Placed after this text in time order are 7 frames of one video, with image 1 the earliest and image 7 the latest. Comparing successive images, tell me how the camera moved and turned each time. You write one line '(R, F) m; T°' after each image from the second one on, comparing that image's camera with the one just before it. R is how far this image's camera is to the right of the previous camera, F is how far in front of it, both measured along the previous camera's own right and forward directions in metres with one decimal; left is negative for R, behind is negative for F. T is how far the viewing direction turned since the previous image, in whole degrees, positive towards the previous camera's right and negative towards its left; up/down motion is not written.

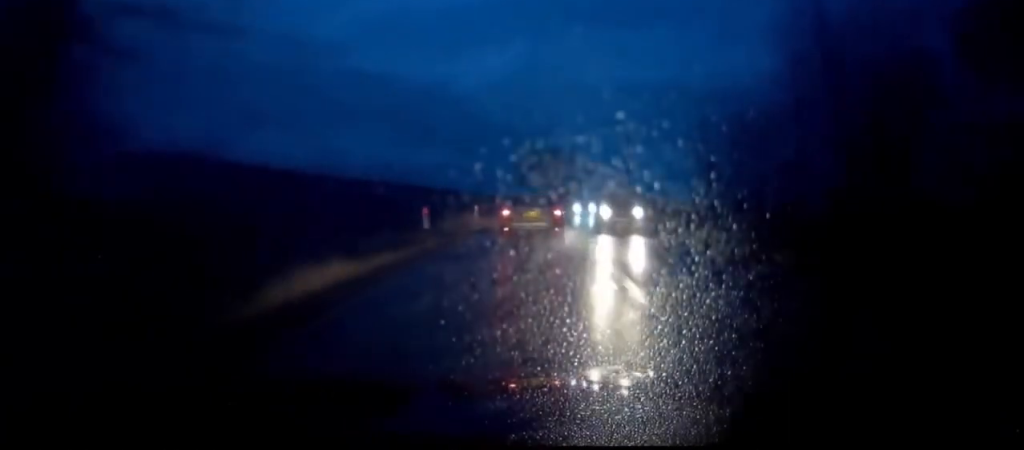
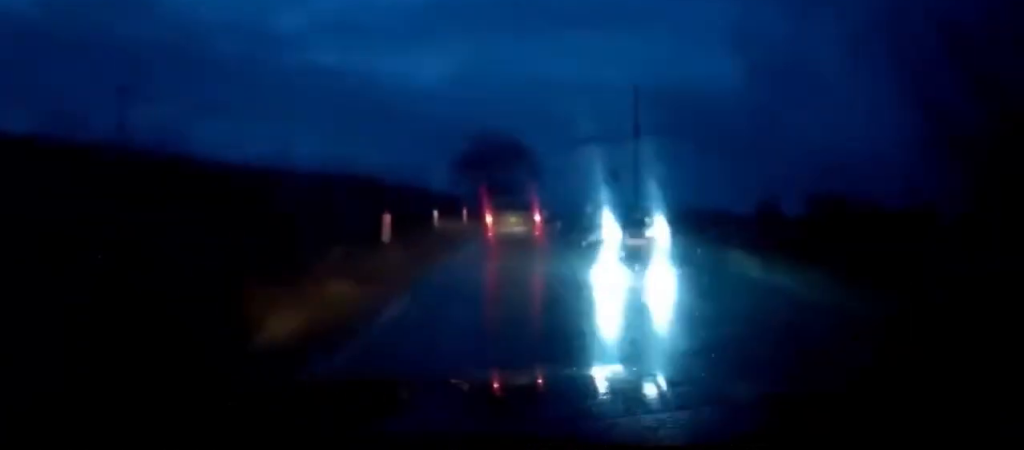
(0.0, +23.1) m; 0°
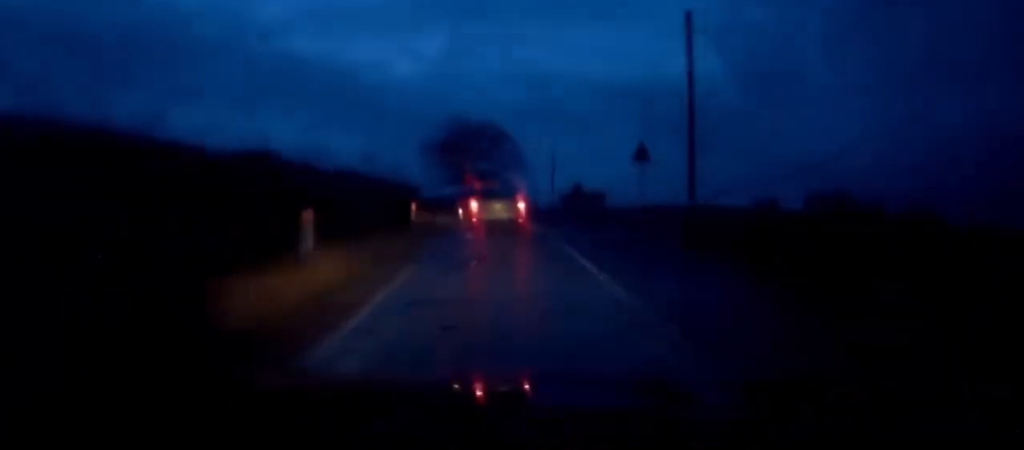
(0.0, +12.7) m; 0°
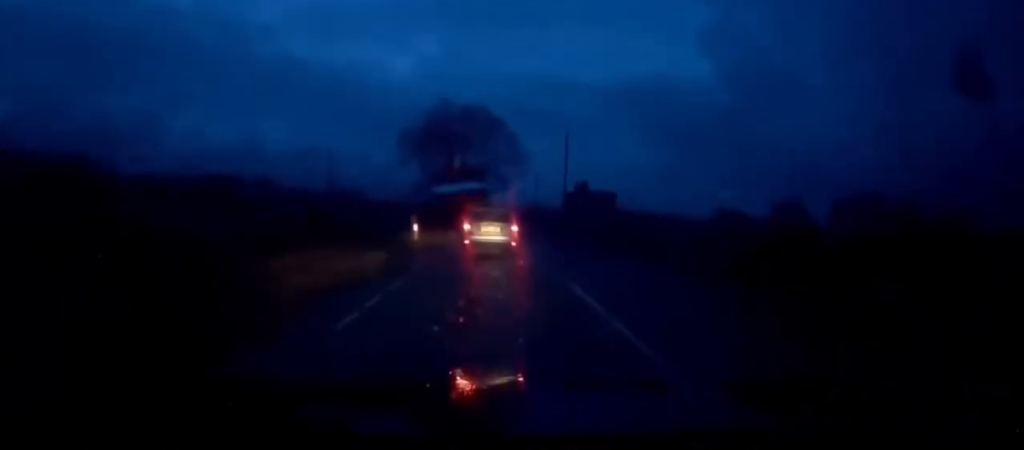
(0.0, +20.5) m; 0°
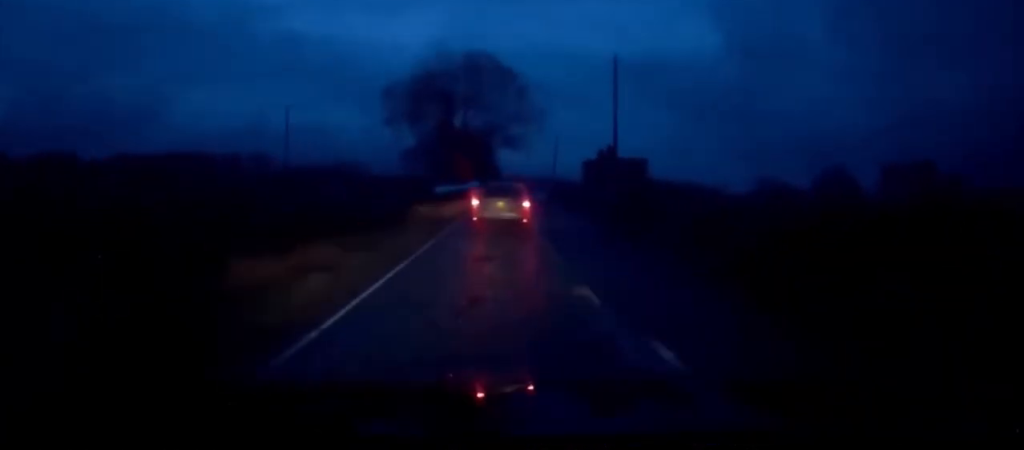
(0.0, +18.4) m; 0°
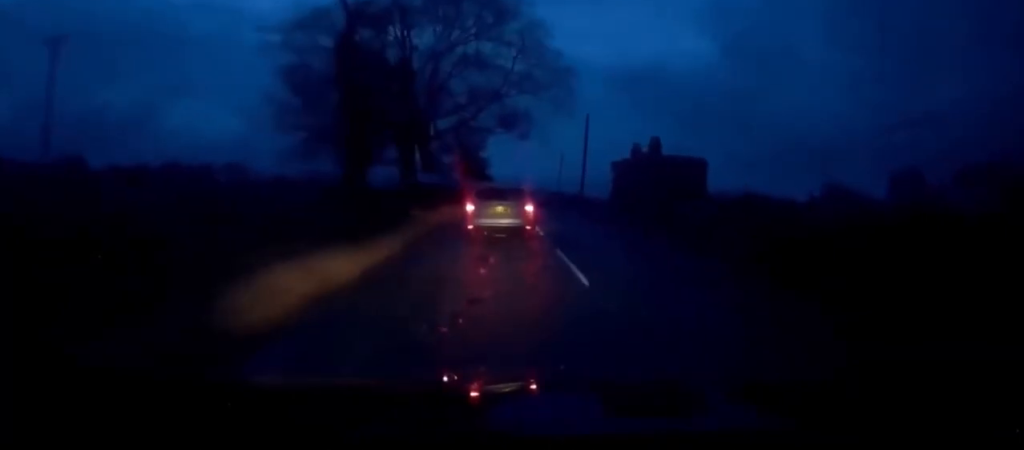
(0.0, +33.4) m; 0°
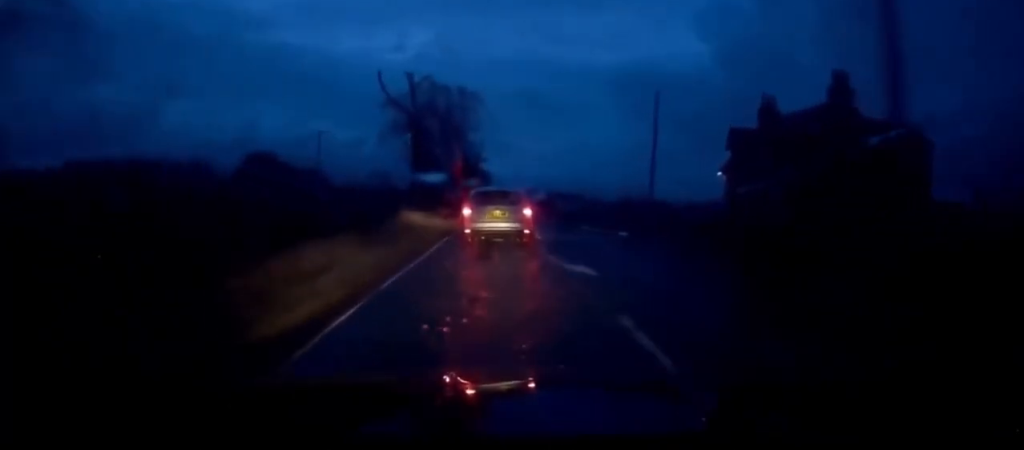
(0.0, +44.9) m; 0°
